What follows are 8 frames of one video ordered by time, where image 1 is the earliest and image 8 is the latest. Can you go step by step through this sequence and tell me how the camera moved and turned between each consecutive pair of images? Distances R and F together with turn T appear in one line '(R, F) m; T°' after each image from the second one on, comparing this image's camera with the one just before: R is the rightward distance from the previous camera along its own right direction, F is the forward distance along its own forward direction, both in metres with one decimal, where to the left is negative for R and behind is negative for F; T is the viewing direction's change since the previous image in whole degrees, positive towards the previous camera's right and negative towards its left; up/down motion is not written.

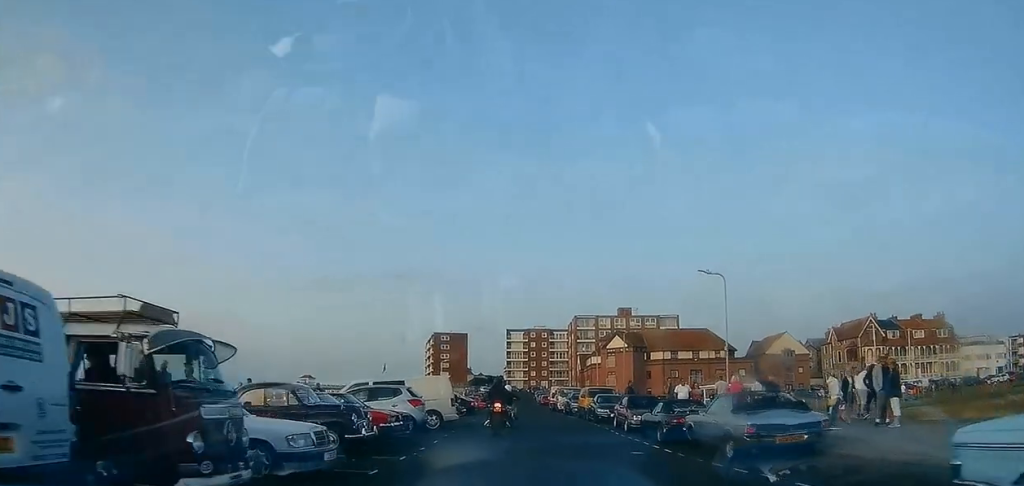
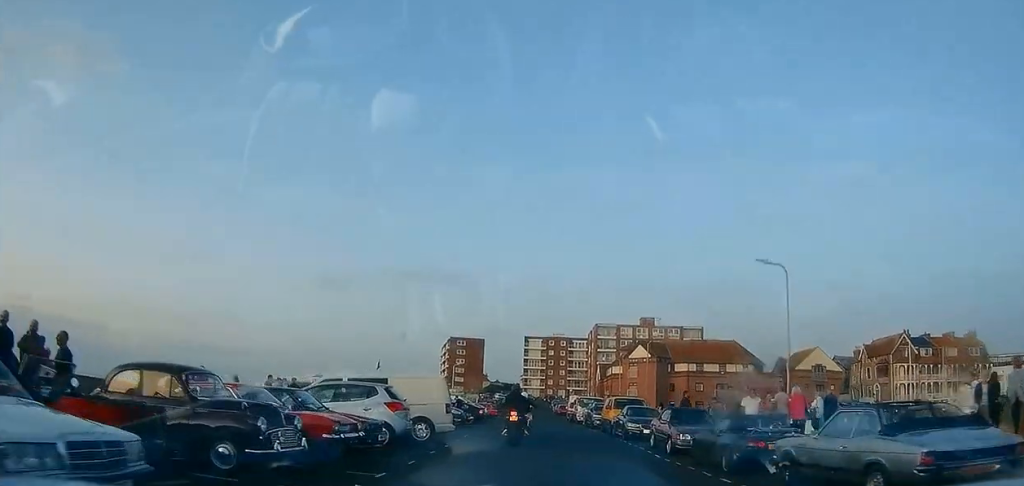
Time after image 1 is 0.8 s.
(0.0, +5.4) m; -1°
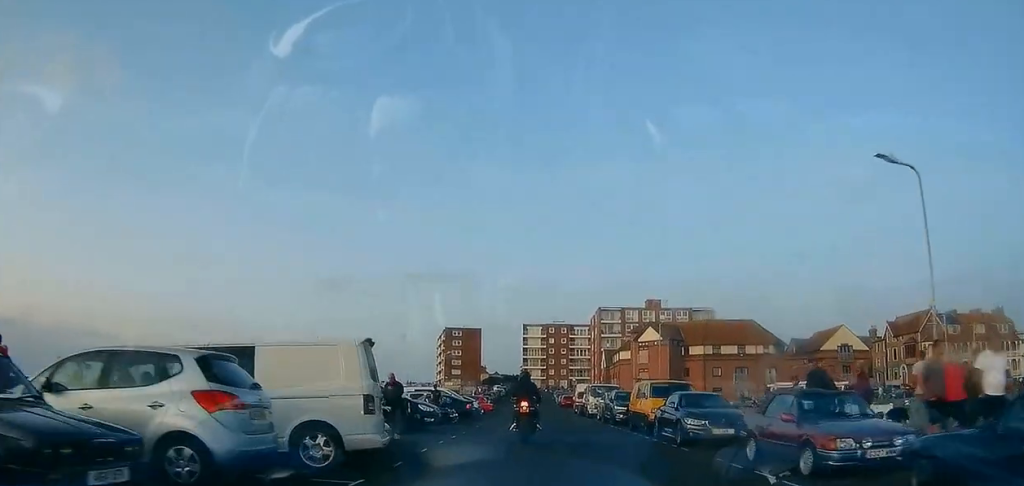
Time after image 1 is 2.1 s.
(-0.1, +9.0) m; -1°
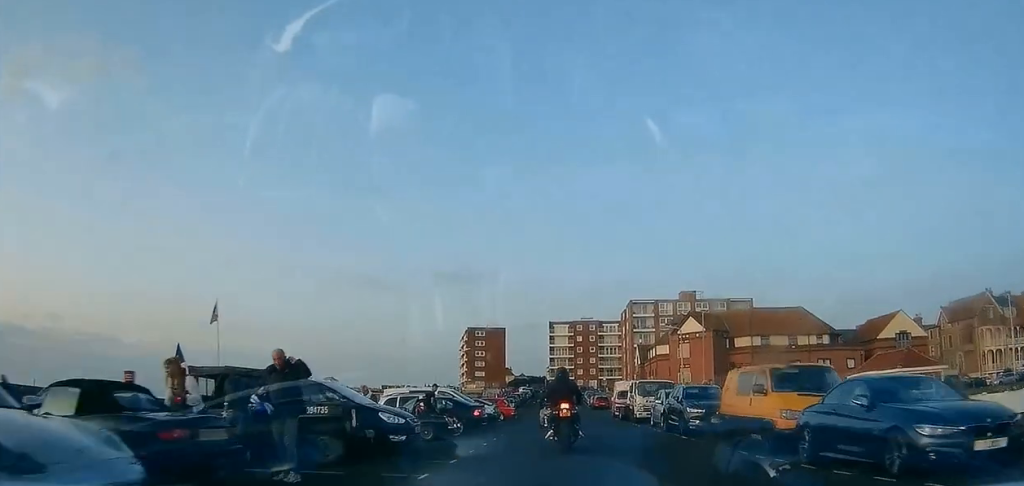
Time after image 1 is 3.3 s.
(-0.1, +8.5) m; -1°
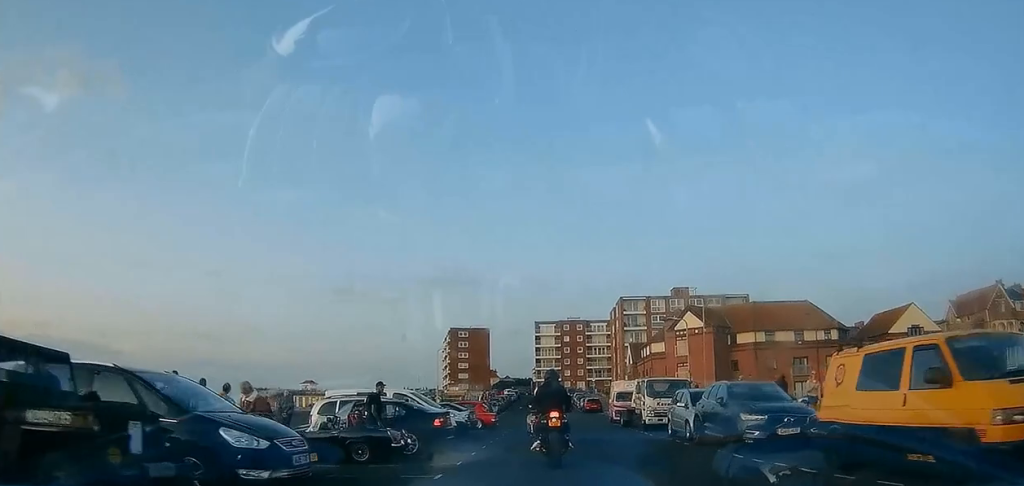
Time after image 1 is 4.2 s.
(+0.1, +6.2) m; 0°
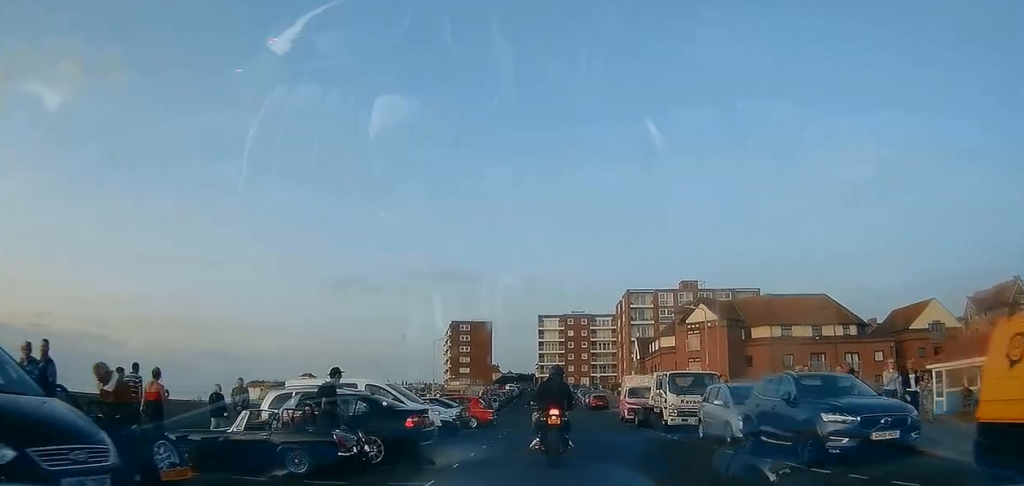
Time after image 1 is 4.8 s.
(0.0, +4.0) m; 0°
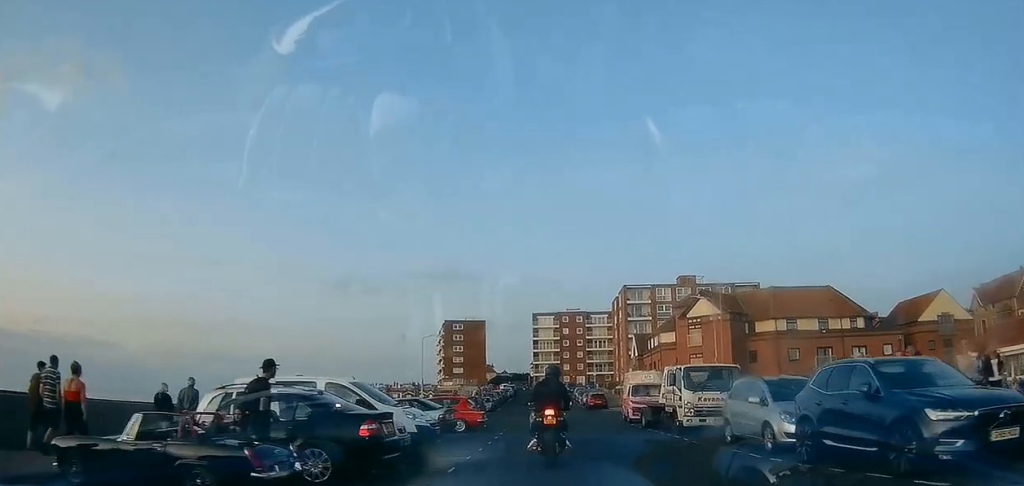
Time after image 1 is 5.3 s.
(0.0, +3.1) m; 0°
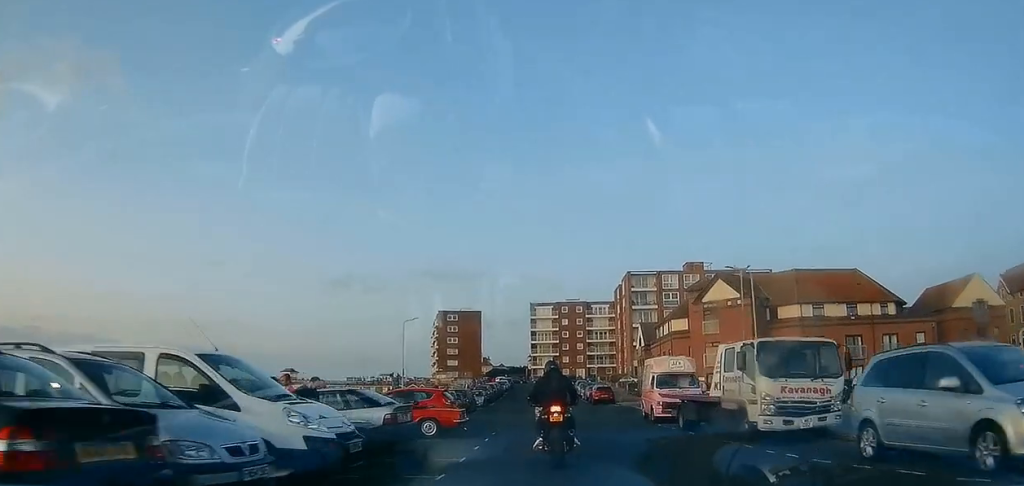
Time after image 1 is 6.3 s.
(0.0, +6.4) m; 0°
